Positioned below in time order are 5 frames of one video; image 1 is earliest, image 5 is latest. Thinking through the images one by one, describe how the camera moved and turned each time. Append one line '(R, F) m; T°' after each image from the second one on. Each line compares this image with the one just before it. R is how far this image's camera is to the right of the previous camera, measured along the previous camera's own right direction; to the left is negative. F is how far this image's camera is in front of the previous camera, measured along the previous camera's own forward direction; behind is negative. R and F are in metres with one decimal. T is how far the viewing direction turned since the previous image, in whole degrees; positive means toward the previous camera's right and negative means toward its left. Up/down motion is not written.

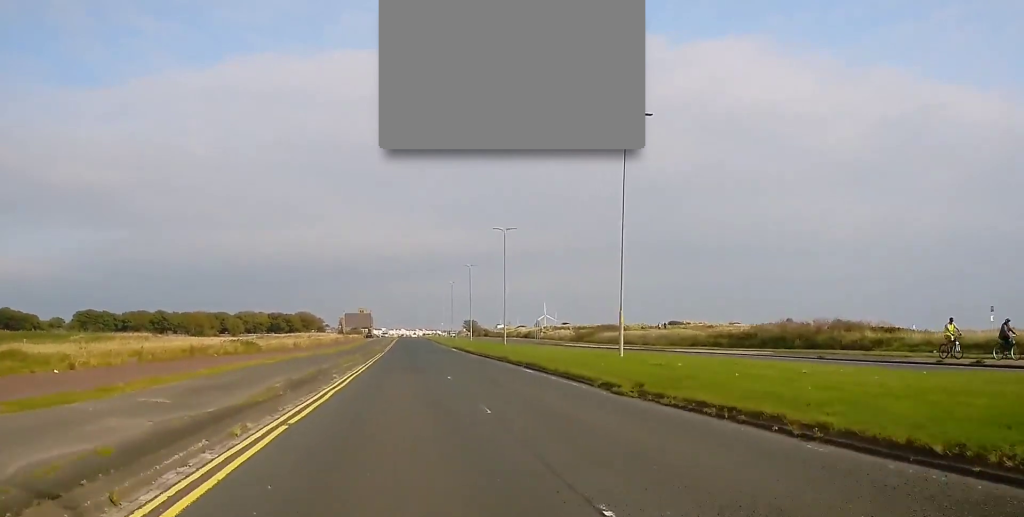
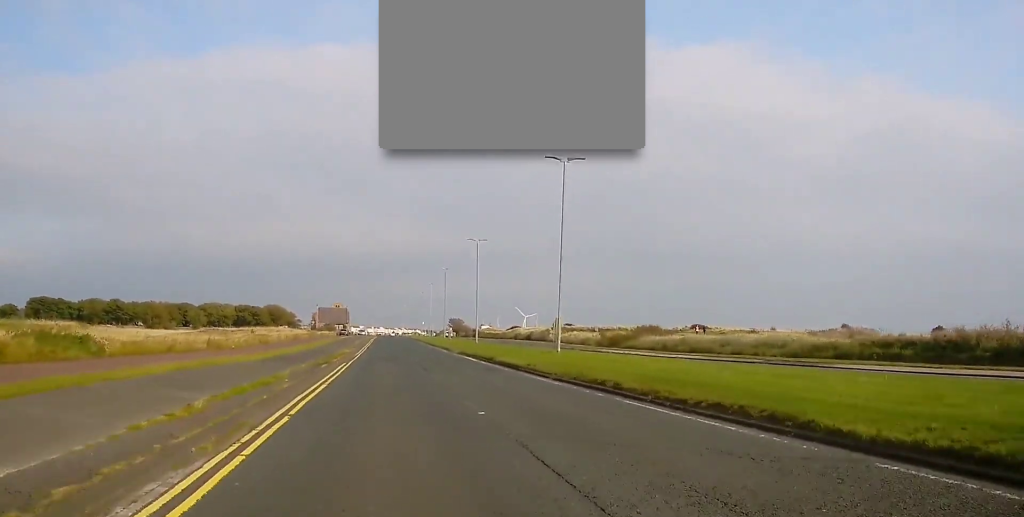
(+0.7, +27.5) m; +2°
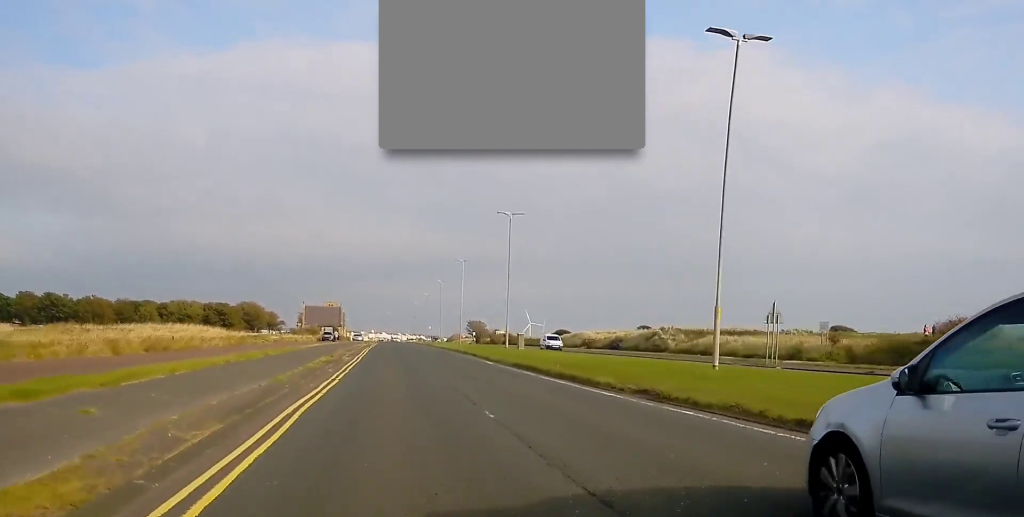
(-0.3, +55.0) m; 0°
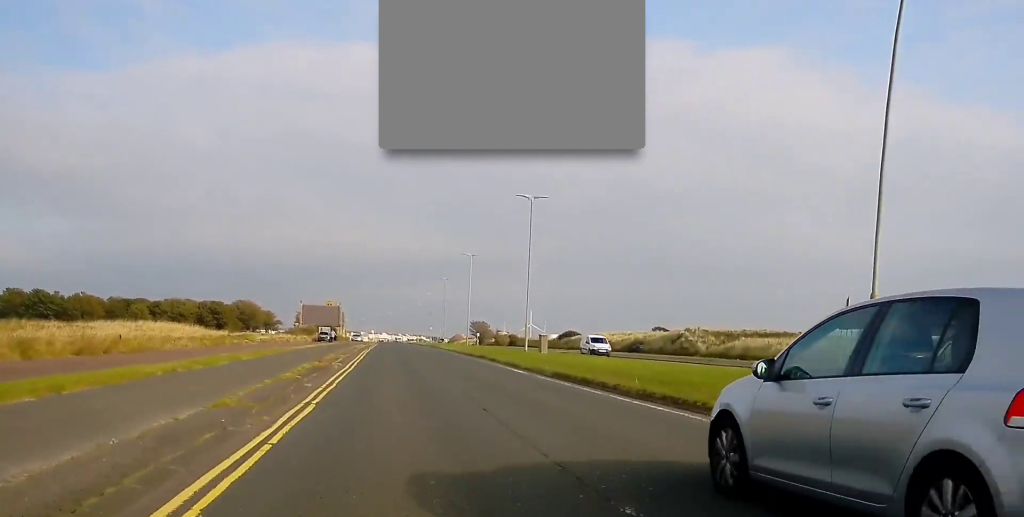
(+0.1, +7.9) m; 0°
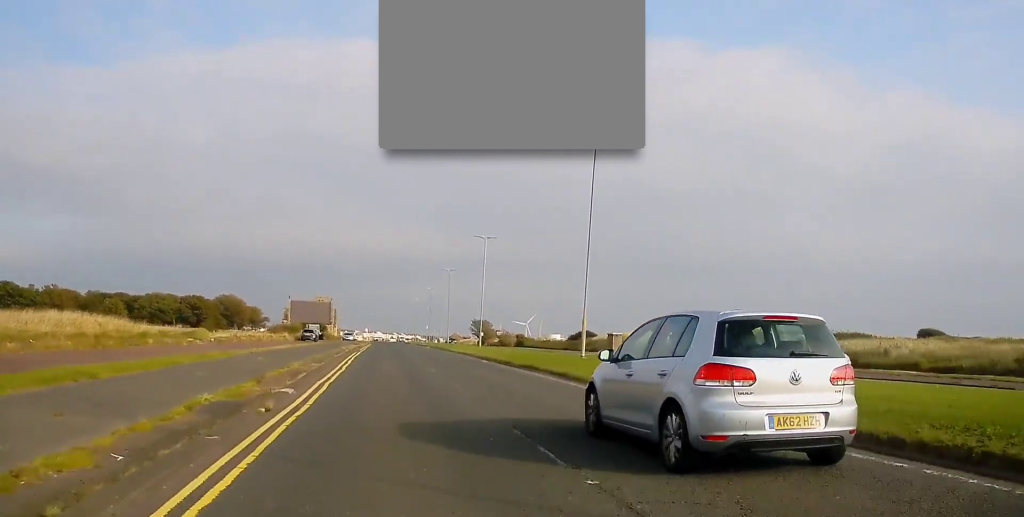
(-0.1, +15.6) m; -1°
